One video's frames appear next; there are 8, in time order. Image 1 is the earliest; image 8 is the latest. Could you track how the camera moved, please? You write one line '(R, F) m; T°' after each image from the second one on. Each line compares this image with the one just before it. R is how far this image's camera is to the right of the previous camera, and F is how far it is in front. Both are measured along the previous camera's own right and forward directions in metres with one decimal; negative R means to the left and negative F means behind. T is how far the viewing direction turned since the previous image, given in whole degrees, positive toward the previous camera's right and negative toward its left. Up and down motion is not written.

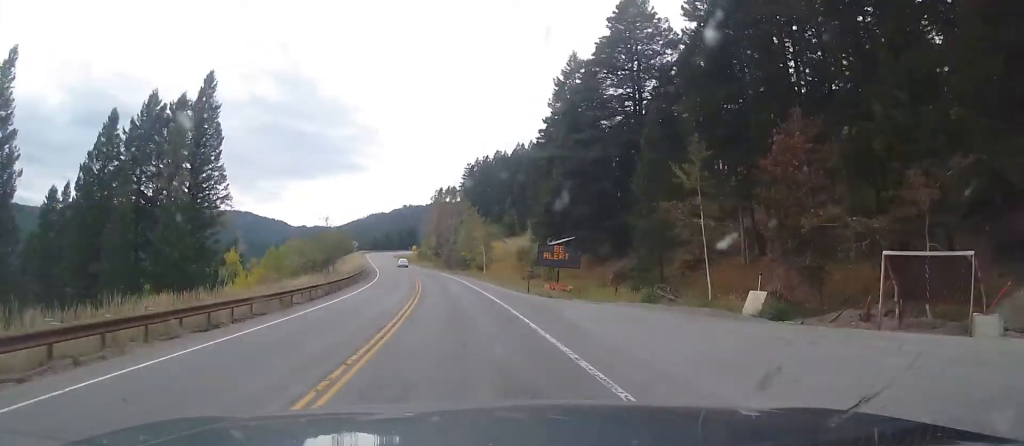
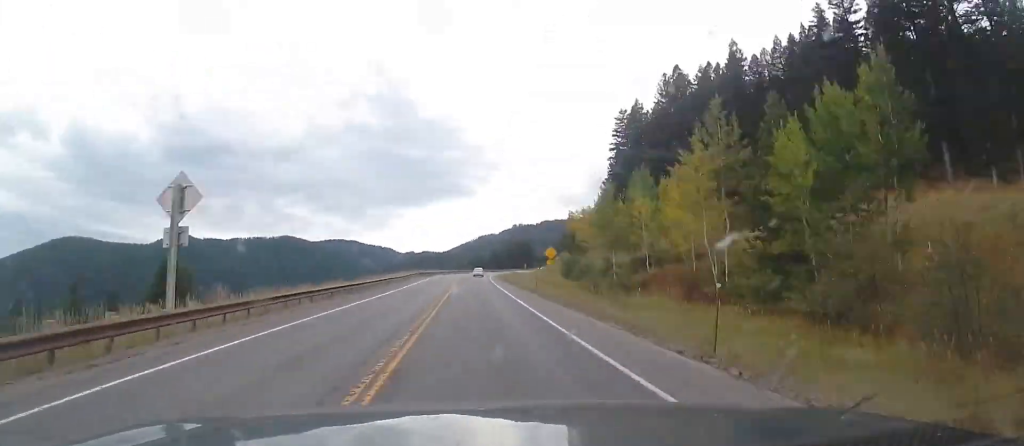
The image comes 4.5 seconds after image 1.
(-13.9, +104.7) m; -2°
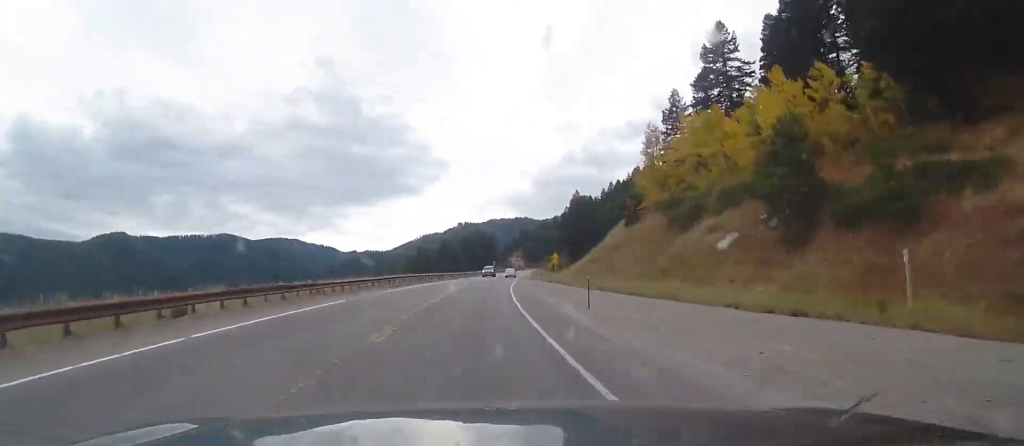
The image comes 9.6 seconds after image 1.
(-0.4, +116.2) m; +1°
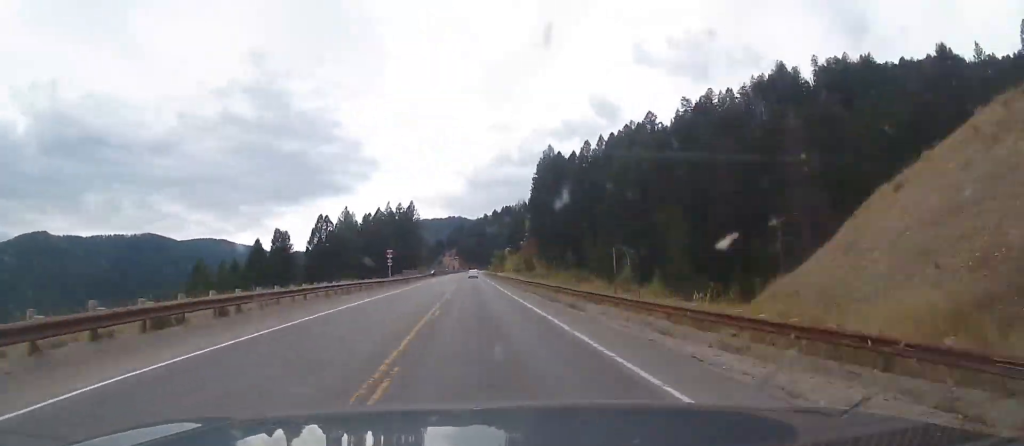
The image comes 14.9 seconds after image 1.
(+6.3, +121.4) m; +4°
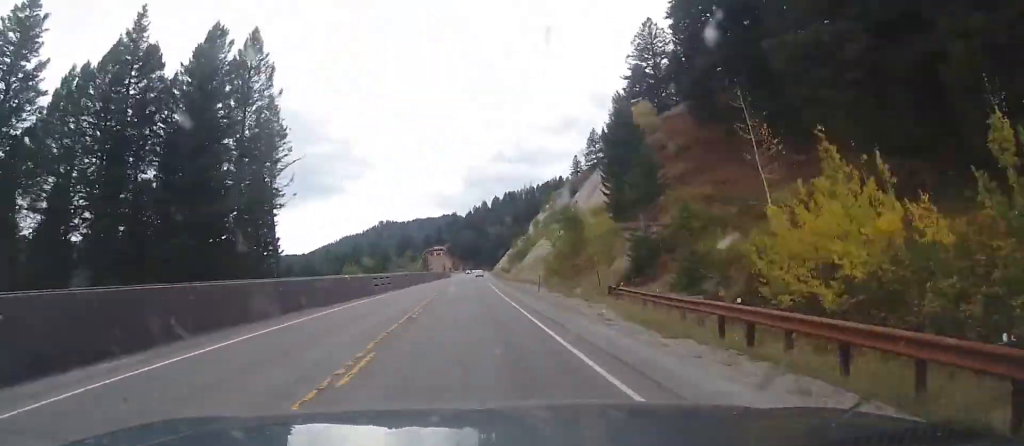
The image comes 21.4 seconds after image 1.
(+2.0, +143.8) m; +1°
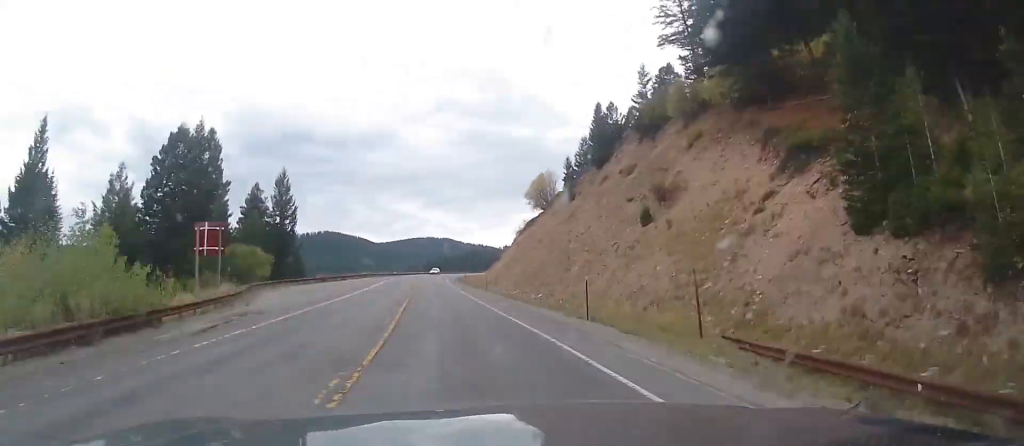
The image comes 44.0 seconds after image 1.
(-61.9, +476.1) m; -13°
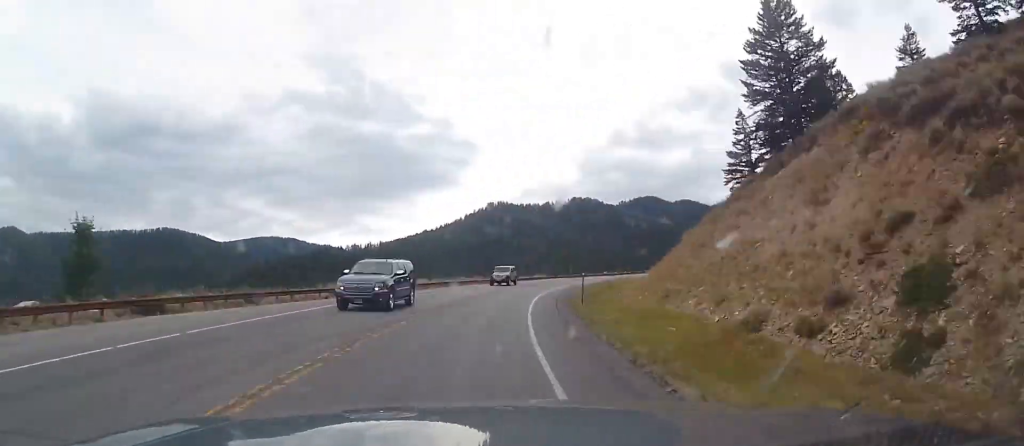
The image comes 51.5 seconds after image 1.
(+15.5, +145.2) m; +25°
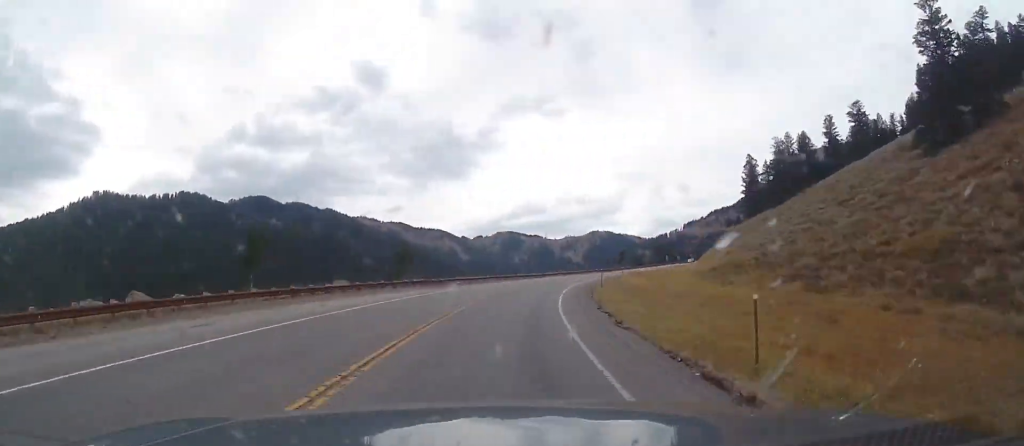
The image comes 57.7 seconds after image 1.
(+28.8, +110.3) m; +25°
